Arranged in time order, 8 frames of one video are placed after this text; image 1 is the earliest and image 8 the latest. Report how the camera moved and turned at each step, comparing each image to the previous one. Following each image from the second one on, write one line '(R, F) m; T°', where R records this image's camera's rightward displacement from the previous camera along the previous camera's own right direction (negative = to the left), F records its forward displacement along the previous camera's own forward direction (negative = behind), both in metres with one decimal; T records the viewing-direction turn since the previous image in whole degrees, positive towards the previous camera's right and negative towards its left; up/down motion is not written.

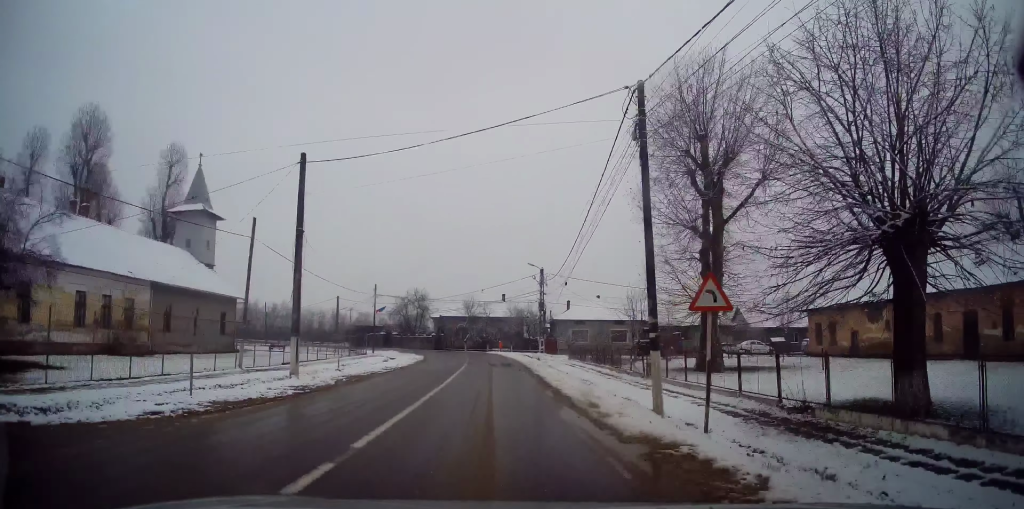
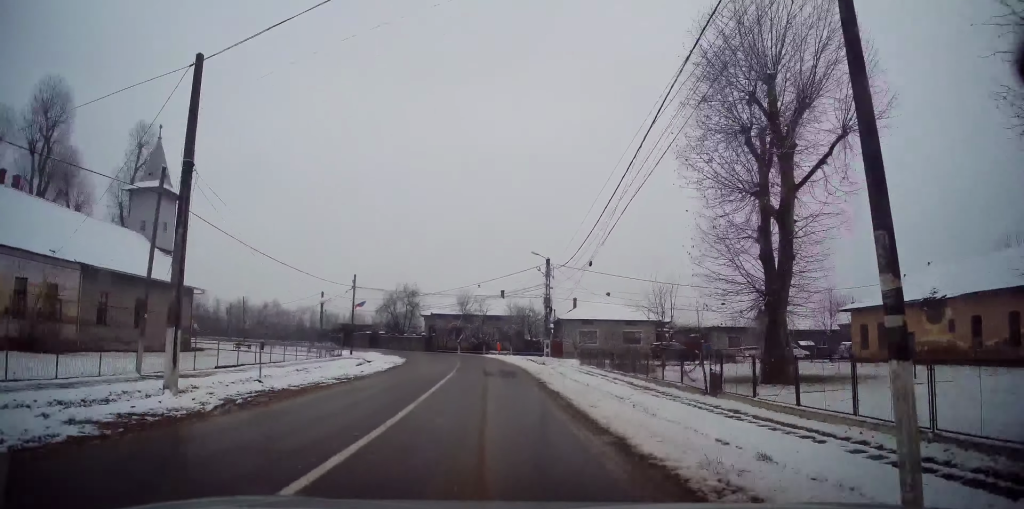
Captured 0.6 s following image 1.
(-0.2, +7.6) m; 0°
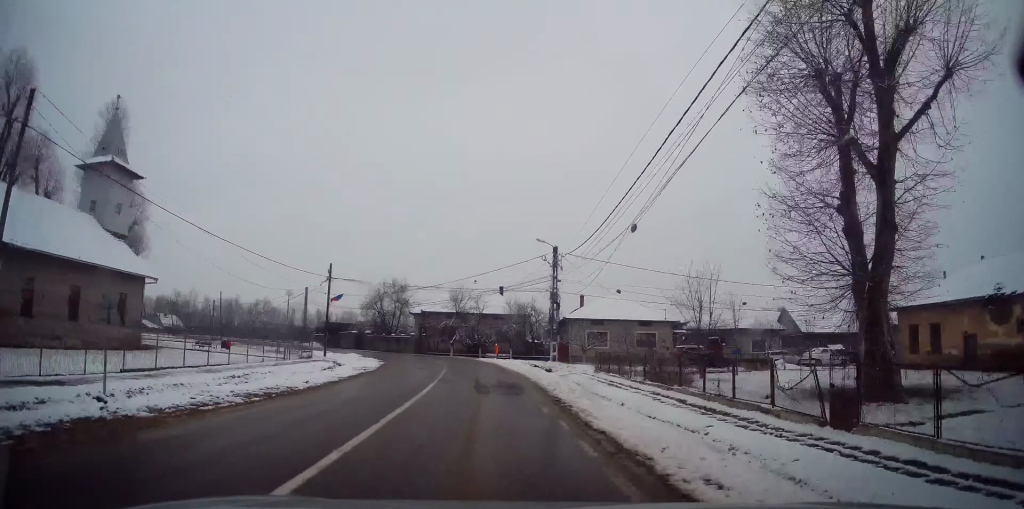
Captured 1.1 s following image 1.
(0.0, +6.6) m; 0°
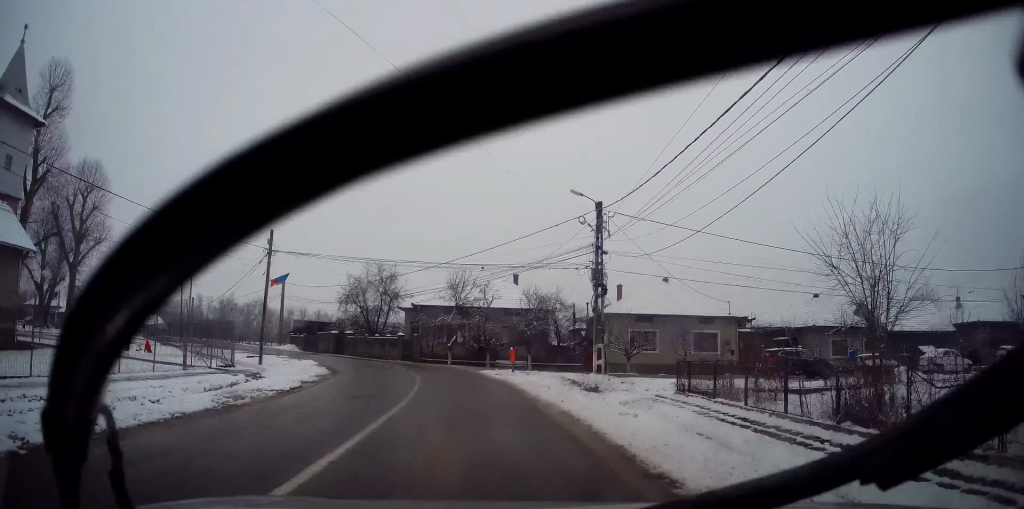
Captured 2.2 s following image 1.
(0.0, +12.6) m; -2°
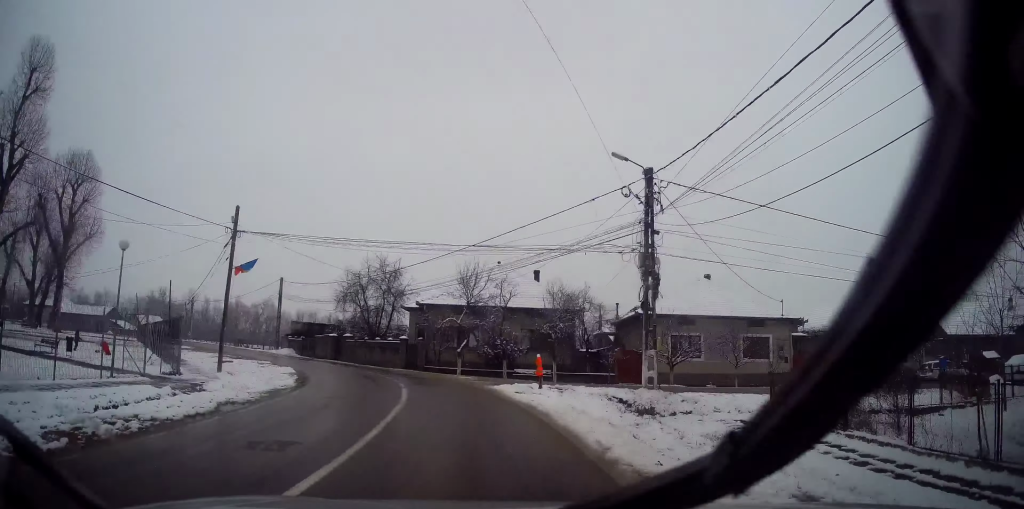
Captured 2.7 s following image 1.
(-0.2, +5.7) m; -1°
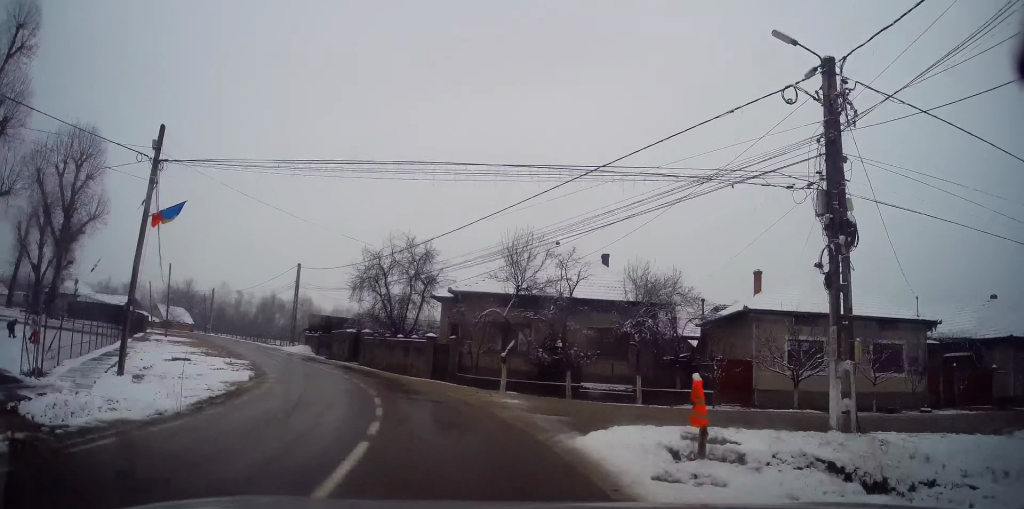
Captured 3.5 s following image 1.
(0.0, +8.9) m; -4°
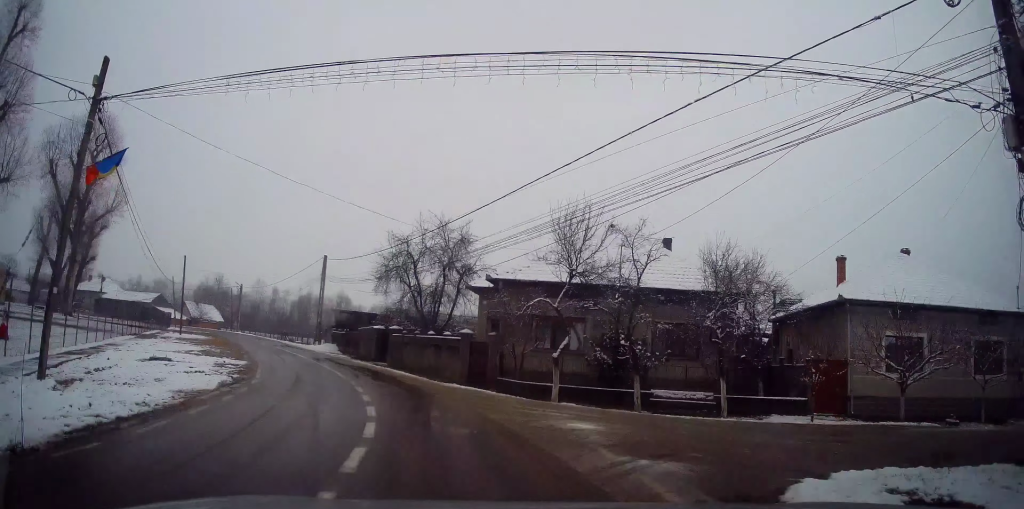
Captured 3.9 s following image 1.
(+0.2, +4.4) m; -3°
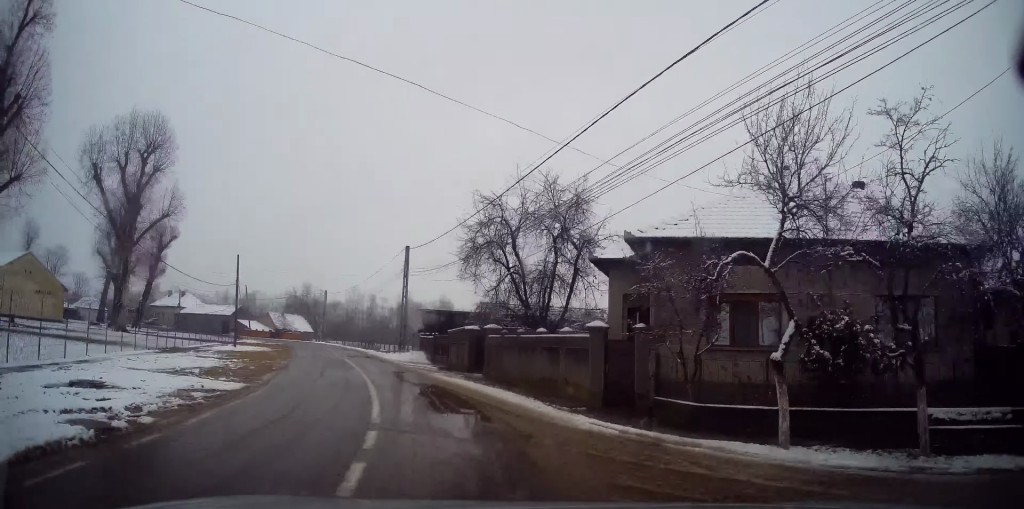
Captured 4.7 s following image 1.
(-0.9, +8.8) m; -9°
